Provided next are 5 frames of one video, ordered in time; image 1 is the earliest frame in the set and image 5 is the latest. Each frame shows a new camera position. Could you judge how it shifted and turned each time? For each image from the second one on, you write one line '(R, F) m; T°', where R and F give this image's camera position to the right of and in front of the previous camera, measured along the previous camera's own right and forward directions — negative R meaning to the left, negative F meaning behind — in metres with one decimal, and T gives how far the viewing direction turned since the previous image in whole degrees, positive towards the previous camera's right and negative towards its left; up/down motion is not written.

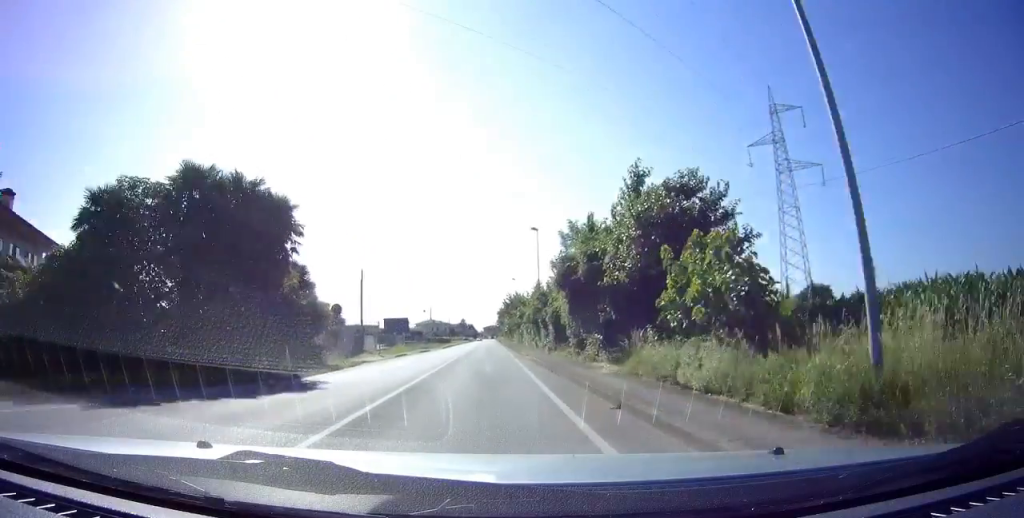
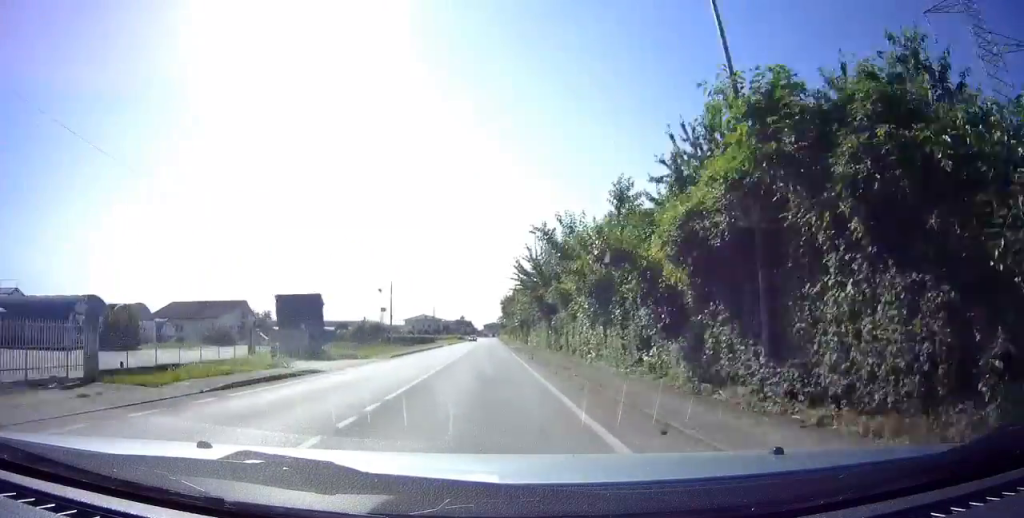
(+0.3, +35.2) m; +1°
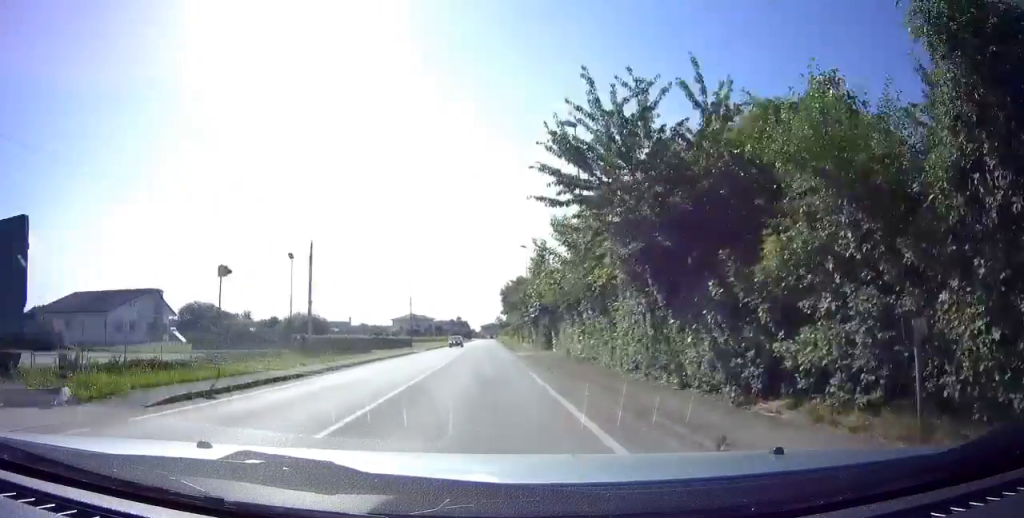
(-0.2, +24.0) m; -1°
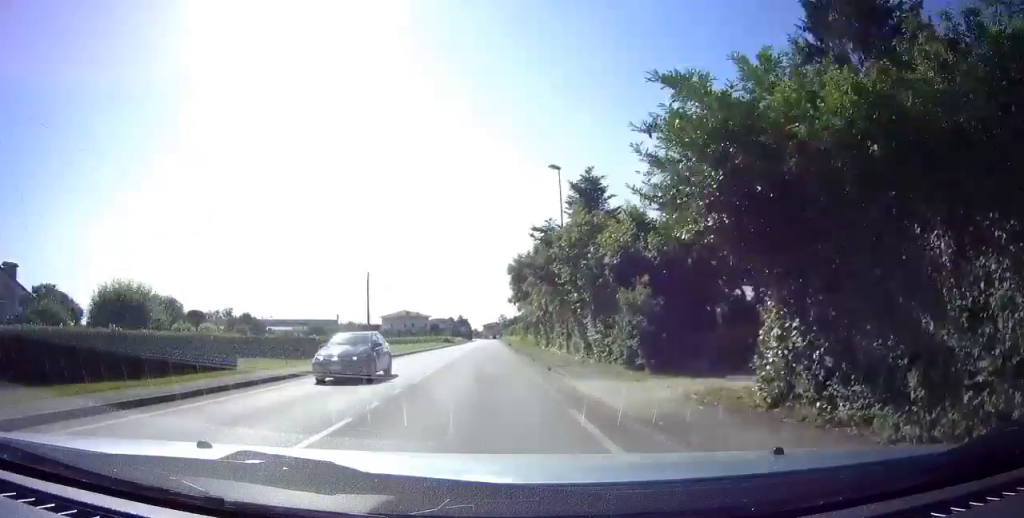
(0.0, +23.9) m; 0°
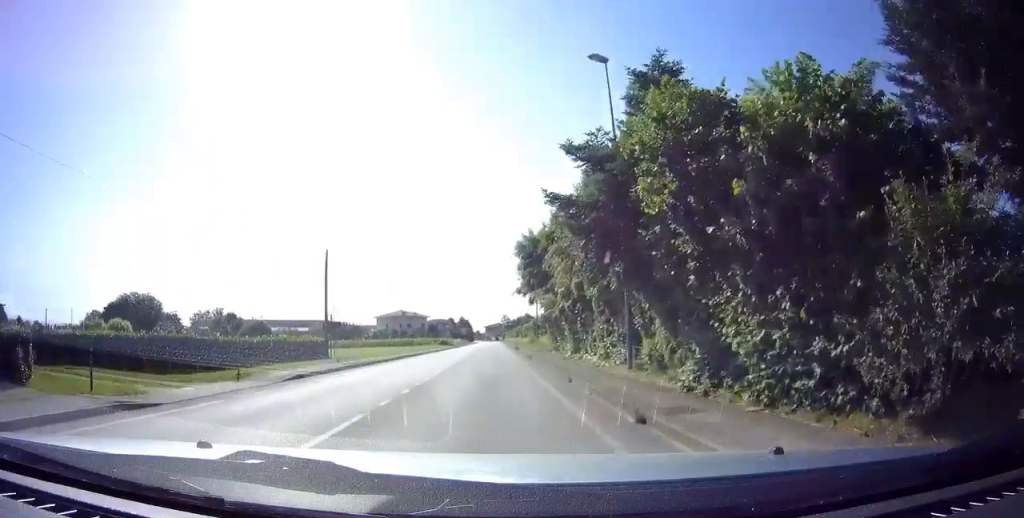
(0.0, +11.6) m; 0°
